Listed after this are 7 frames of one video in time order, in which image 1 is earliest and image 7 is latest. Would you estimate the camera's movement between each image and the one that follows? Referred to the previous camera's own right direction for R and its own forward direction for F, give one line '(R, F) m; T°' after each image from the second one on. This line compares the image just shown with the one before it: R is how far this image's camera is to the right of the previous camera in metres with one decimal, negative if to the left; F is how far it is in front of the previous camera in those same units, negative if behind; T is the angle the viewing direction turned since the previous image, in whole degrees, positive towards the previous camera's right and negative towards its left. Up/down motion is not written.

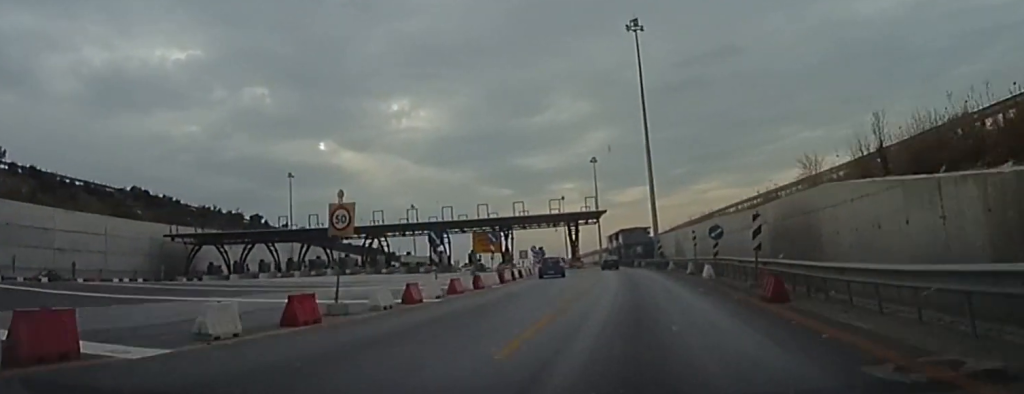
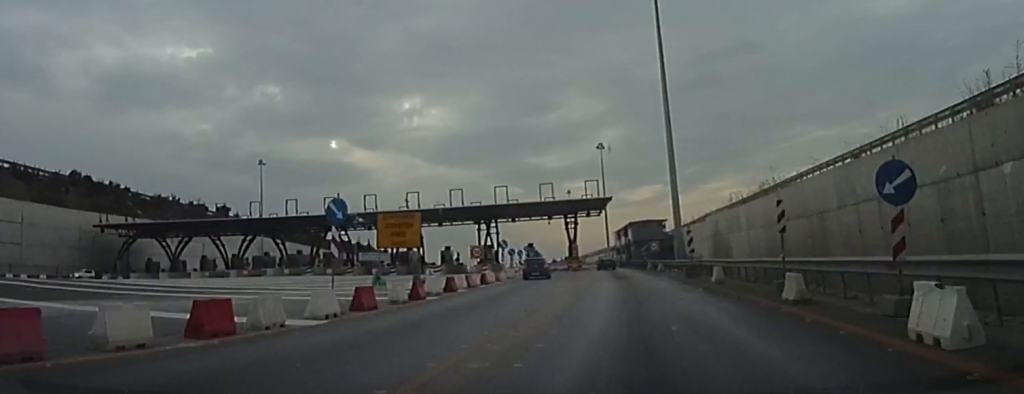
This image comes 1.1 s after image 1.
(-0.2, +25.1) m; -1°
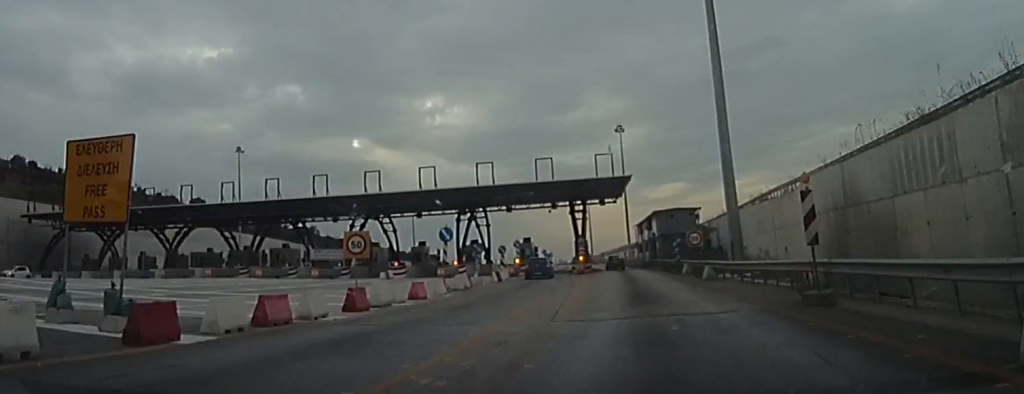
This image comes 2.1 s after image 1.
(0.0, +24.1) m; -1°
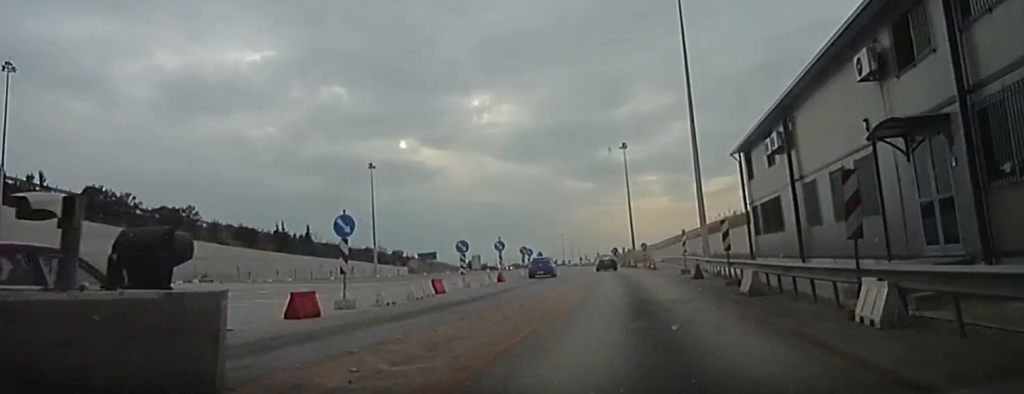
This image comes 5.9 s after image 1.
(-2.6, +70.4) m; -7°
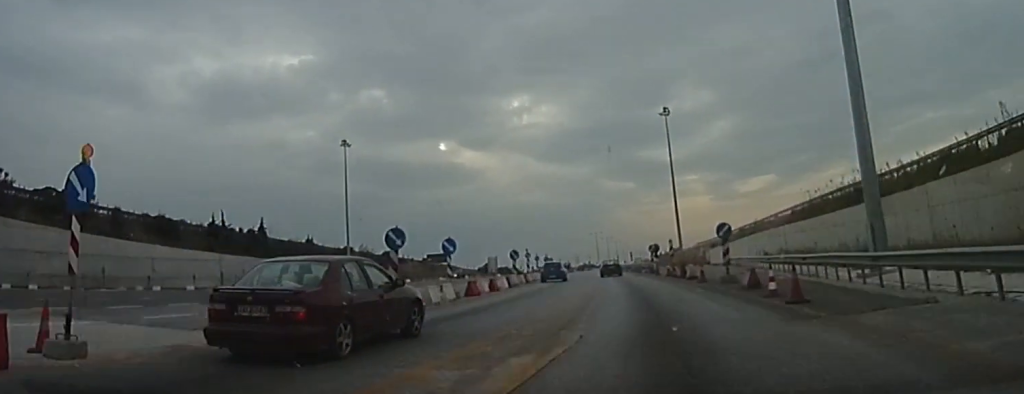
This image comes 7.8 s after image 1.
(-0.5, +26.3) m; -2°
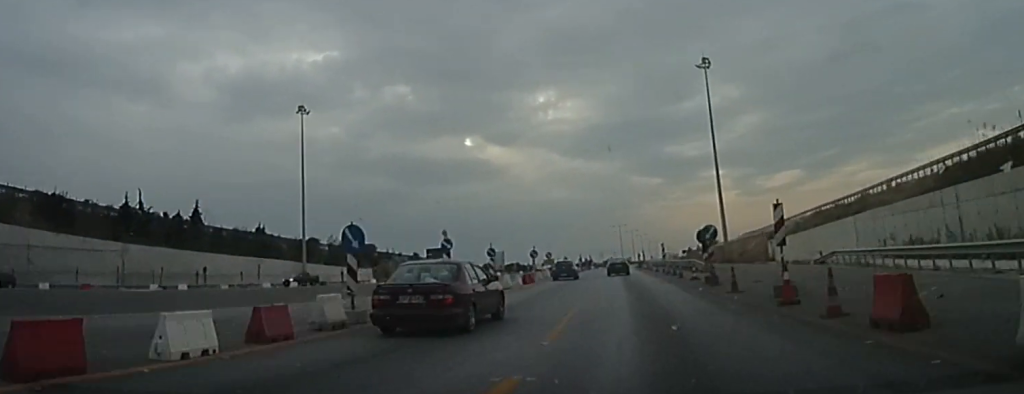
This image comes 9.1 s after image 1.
(-0.4, +22.0) m; -1°
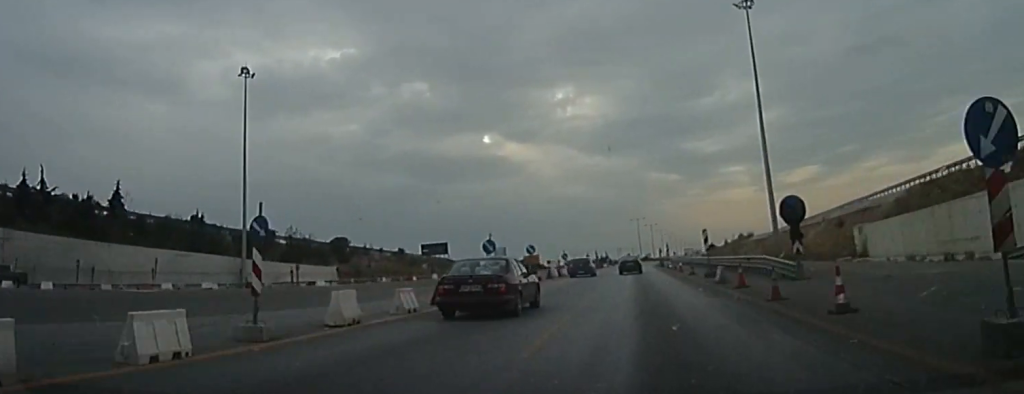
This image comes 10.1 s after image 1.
(-0.1, +17.0) m; -1°
